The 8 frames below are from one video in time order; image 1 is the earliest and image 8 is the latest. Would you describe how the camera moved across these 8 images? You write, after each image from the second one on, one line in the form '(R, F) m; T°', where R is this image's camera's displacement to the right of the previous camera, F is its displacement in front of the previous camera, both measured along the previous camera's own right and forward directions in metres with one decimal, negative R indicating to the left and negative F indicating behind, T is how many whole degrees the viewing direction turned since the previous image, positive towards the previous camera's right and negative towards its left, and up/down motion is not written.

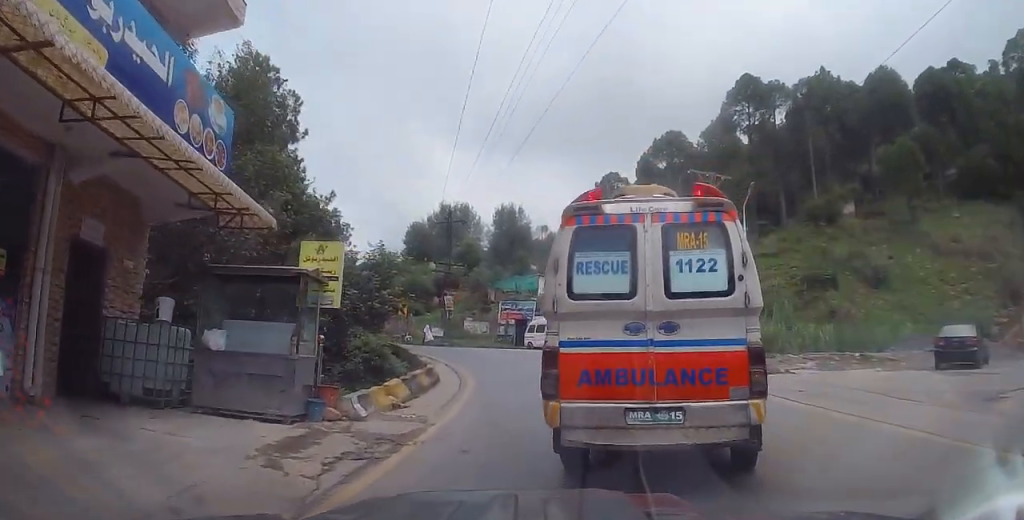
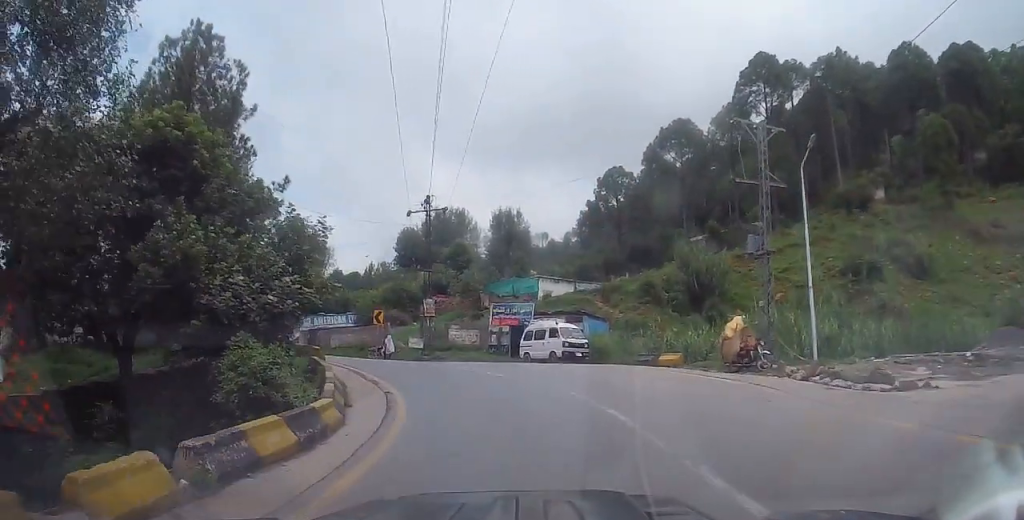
(-0.4, +7.6) m; -8°
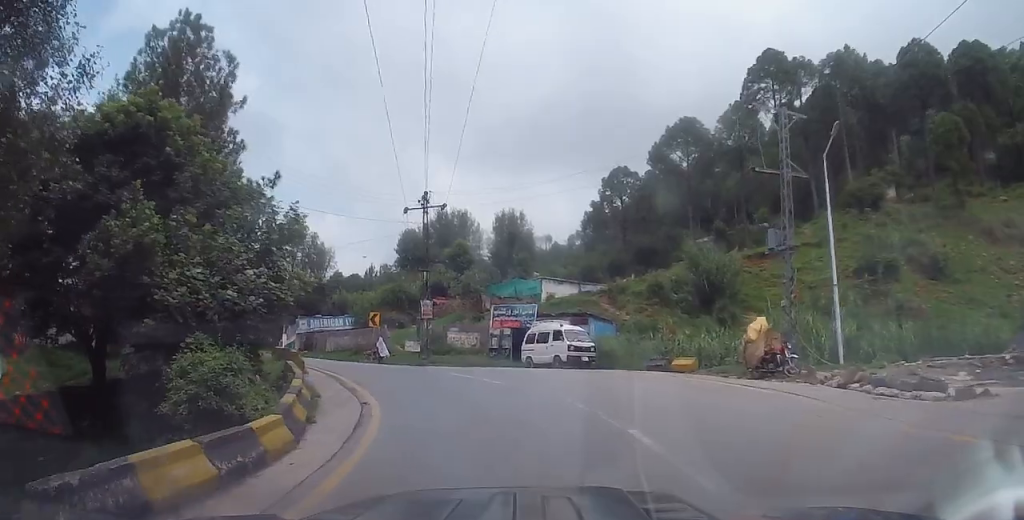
(-0.1, +1.9) m; -1°
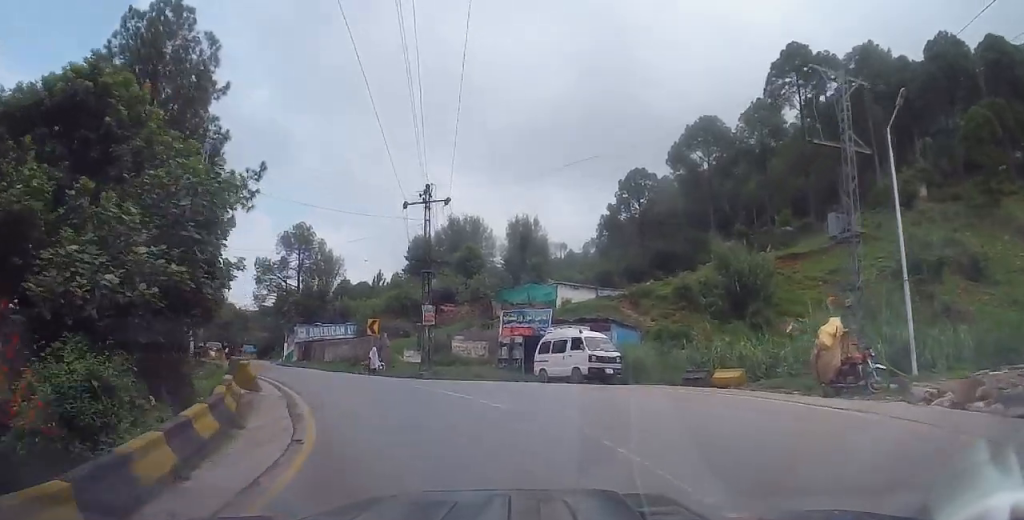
(-0.2, +3.7) m; -1°
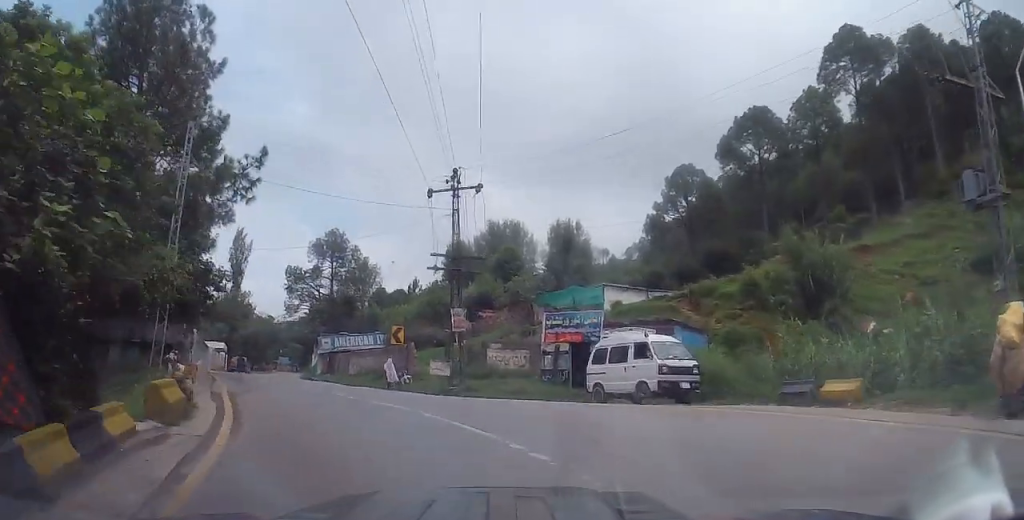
(+0.2, +4.5) m; -2°
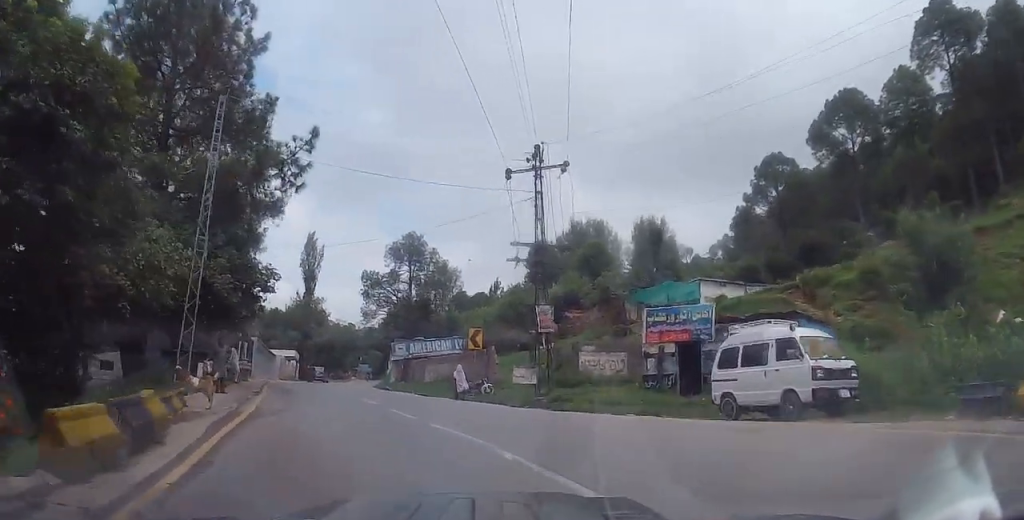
(-0.2, +3.8) m; -10°
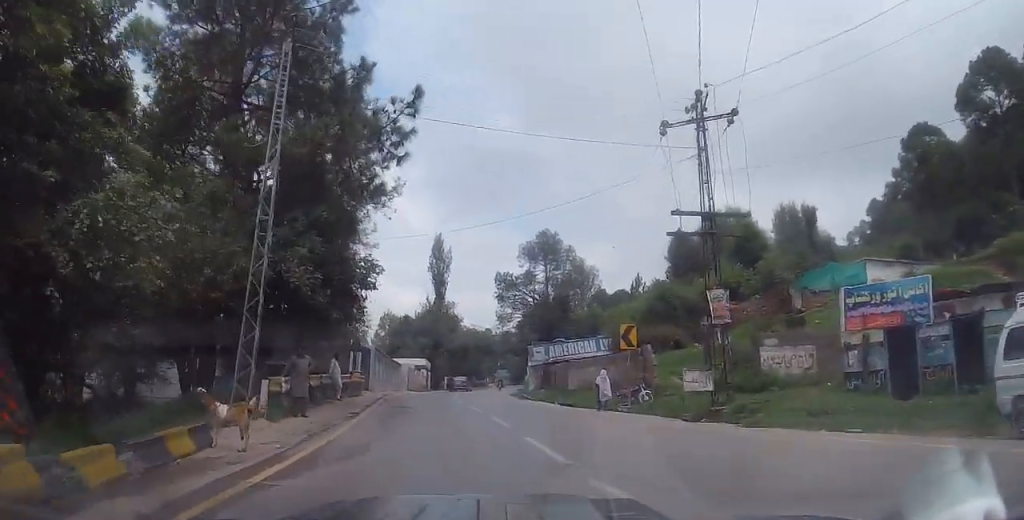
(-0.7, +4.9) m; -7°
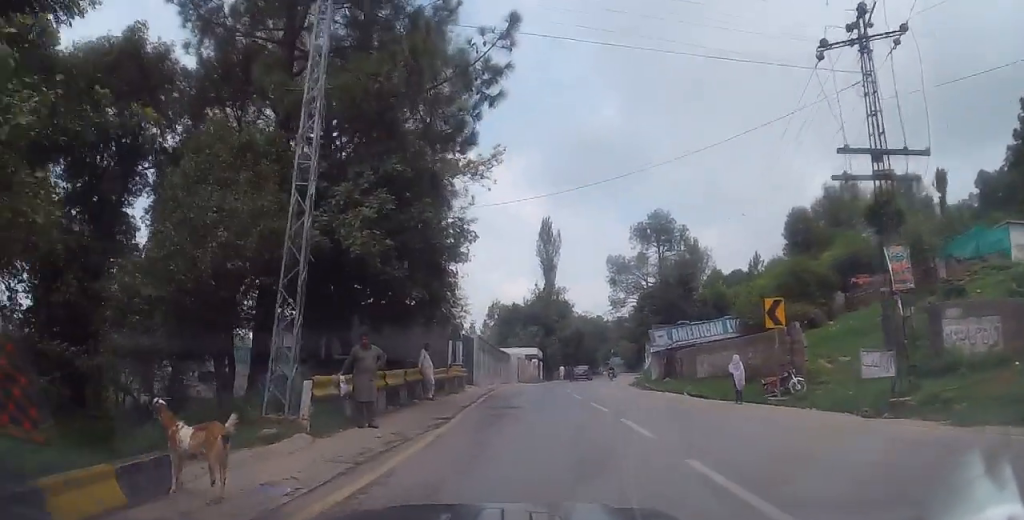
(-0.2, +4.1) m; -3°
